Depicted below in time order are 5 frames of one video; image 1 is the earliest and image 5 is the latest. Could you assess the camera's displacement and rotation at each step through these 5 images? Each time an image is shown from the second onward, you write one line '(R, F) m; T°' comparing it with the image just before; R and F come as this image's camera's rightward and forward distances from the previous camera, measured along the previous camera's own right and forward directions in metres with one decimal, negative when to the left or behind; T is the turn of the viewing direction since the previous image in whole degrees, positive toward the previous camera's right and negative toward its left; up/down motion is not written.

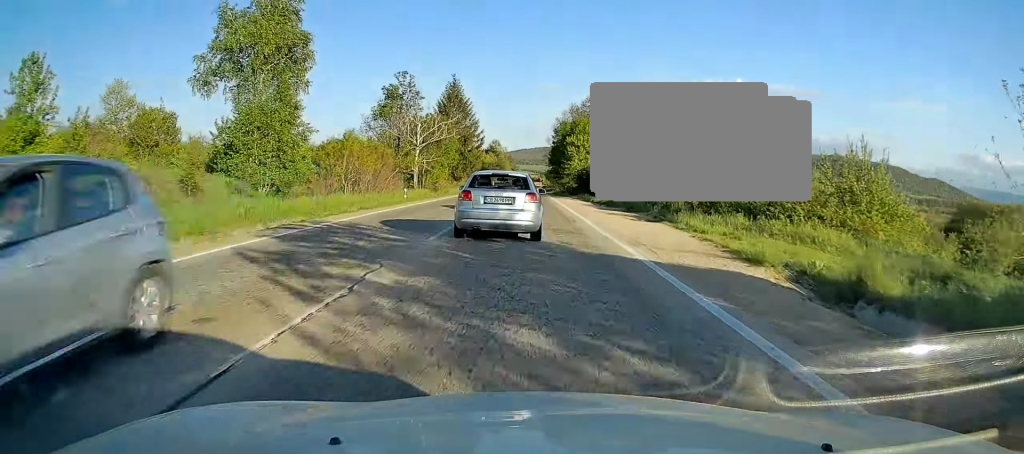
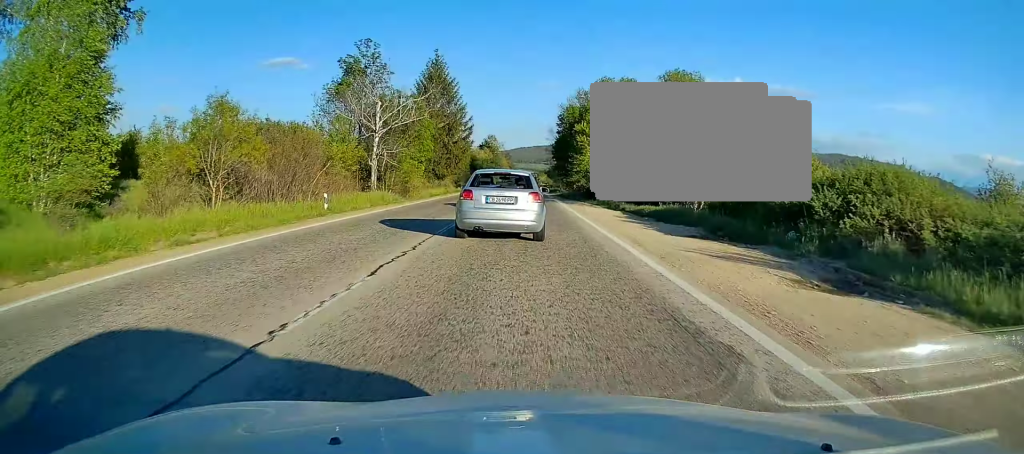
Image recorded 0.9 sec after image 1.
(+0.1, +16.8) m; +1°
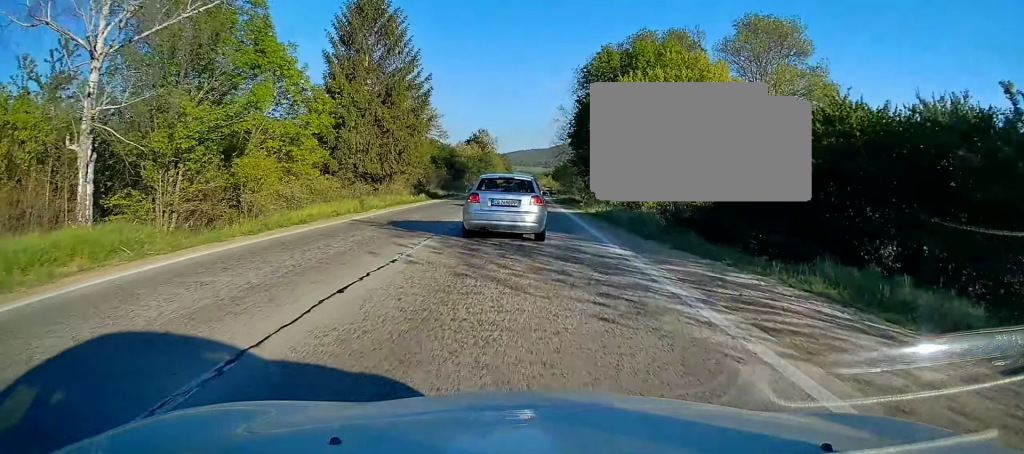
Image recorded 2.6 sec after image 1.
(-0.1, +31.6) m; -1°
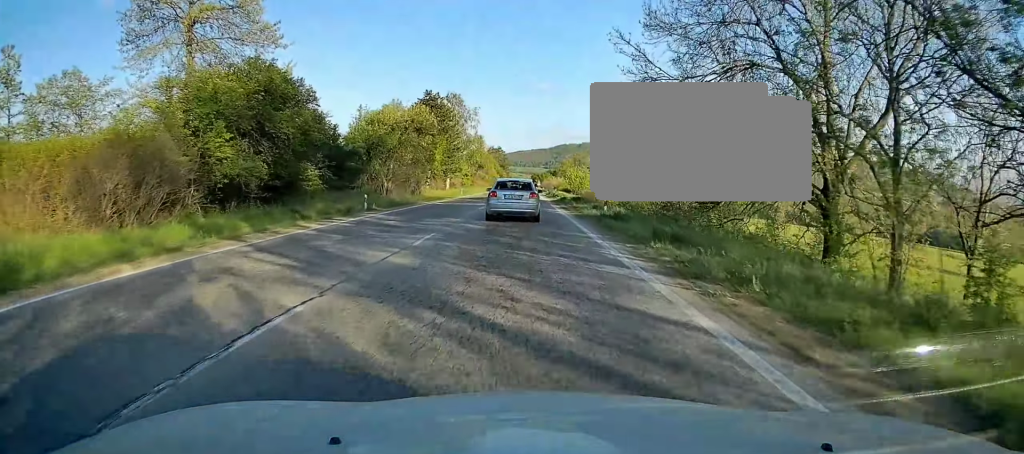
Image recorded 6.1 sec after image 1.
(+0.5, +61.4) m; 0°
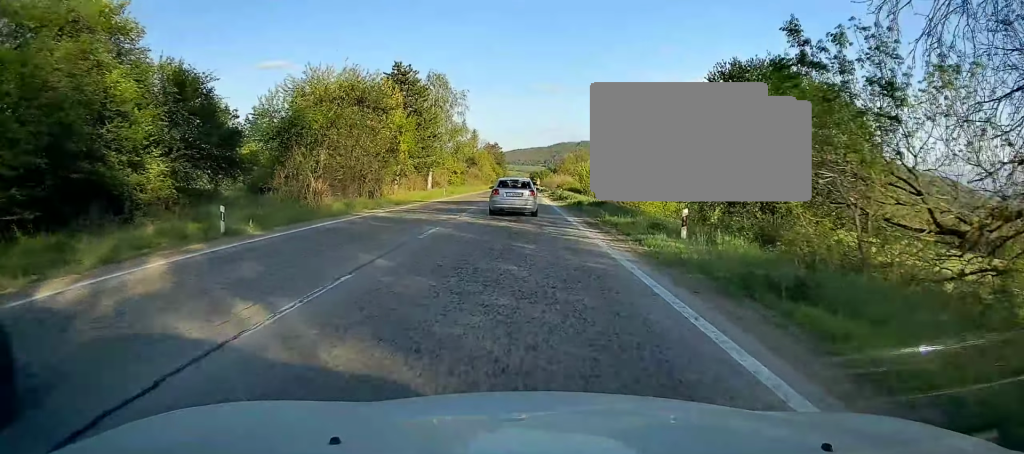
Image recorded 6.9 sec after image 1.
(+0.2, +15.7) m; 0°
